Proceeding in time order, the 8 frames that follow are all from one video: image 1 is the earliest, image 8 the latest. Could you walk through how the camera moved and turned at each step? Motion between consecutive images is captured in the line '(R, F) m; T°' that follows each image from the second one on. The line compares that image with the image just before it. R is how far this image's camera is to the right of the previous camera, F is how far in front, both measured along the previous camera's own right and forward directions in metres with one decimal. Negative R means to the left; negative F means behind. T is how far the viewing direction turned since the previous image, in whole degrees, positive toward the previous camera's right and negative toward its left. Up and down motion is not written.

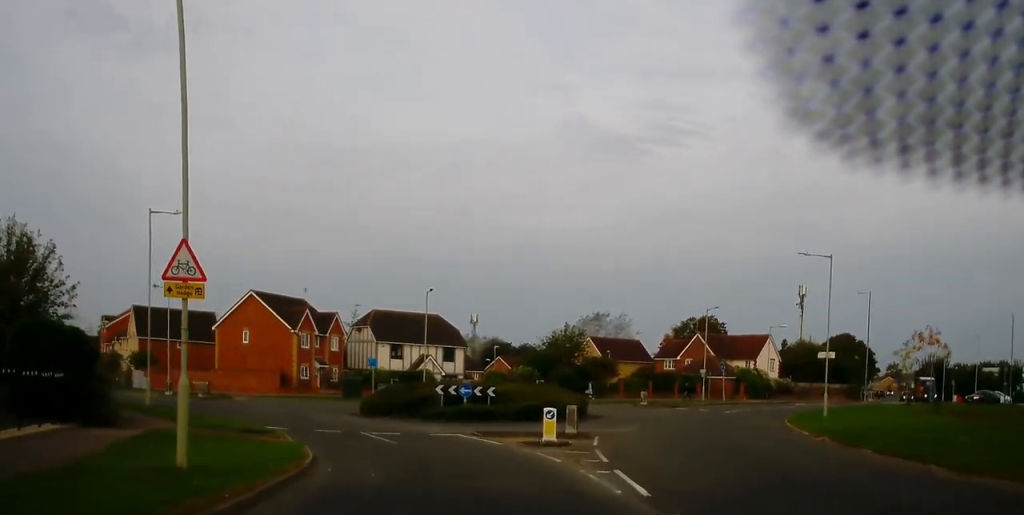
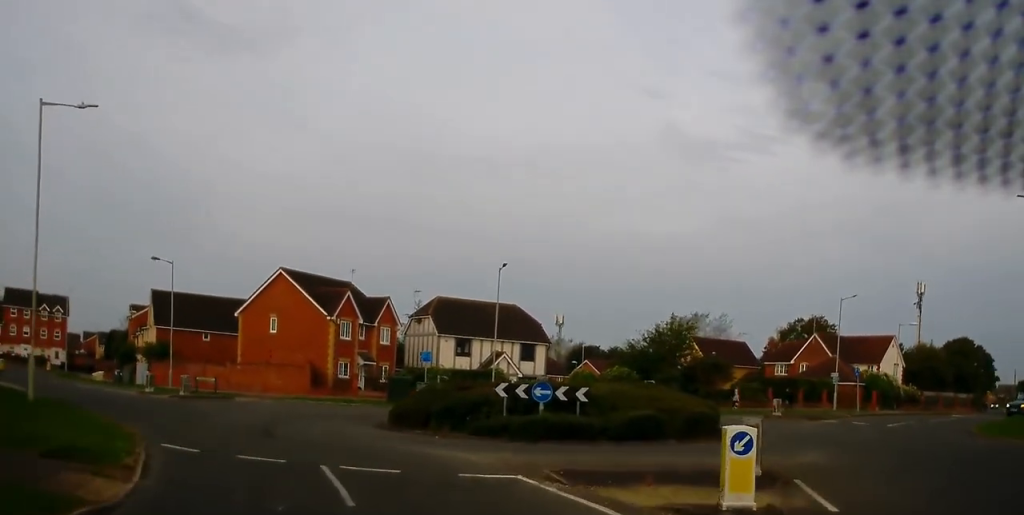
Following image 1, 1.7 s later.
(-0.5, +14.0) m; -2°
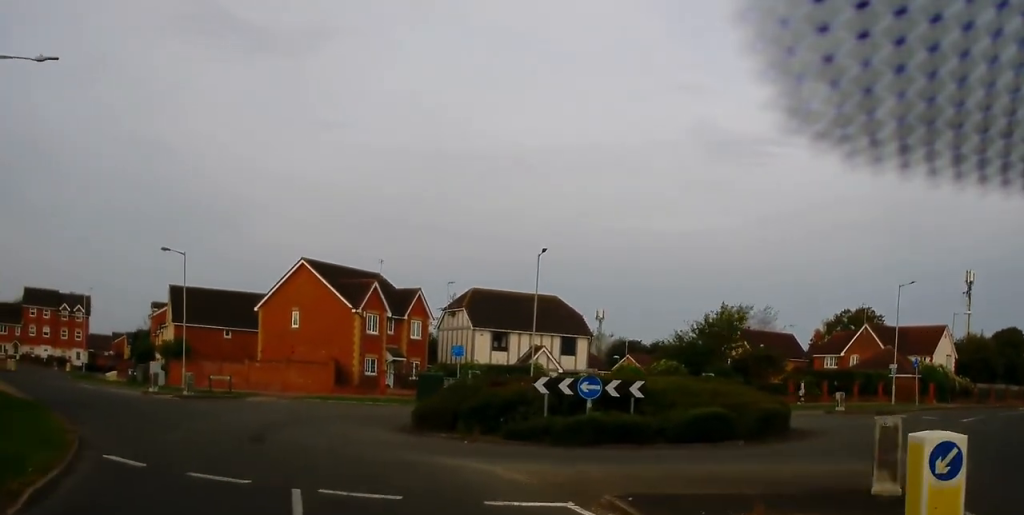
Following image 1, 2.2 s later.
(-0.2, +3.8) m; -4°
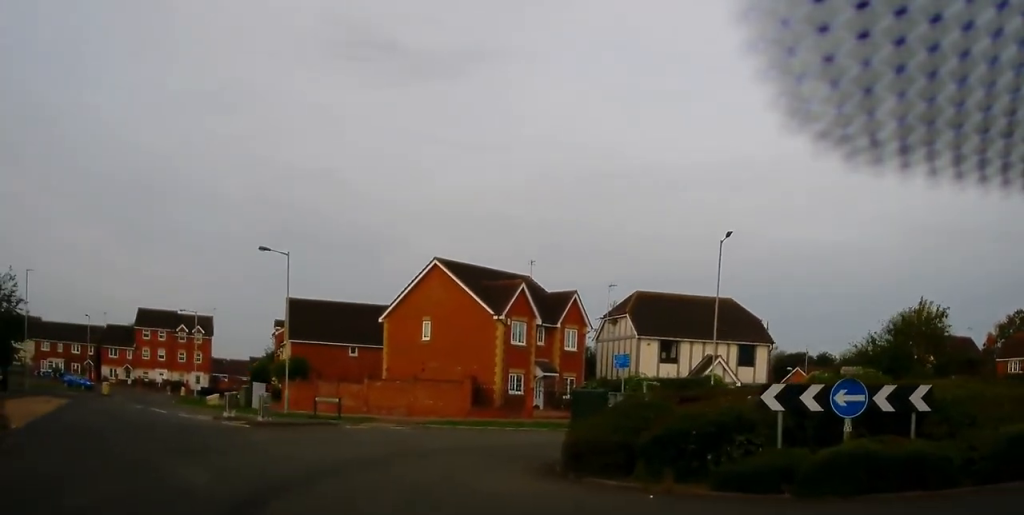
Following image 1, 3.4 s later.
(-0.7, +8.1) m; -11°
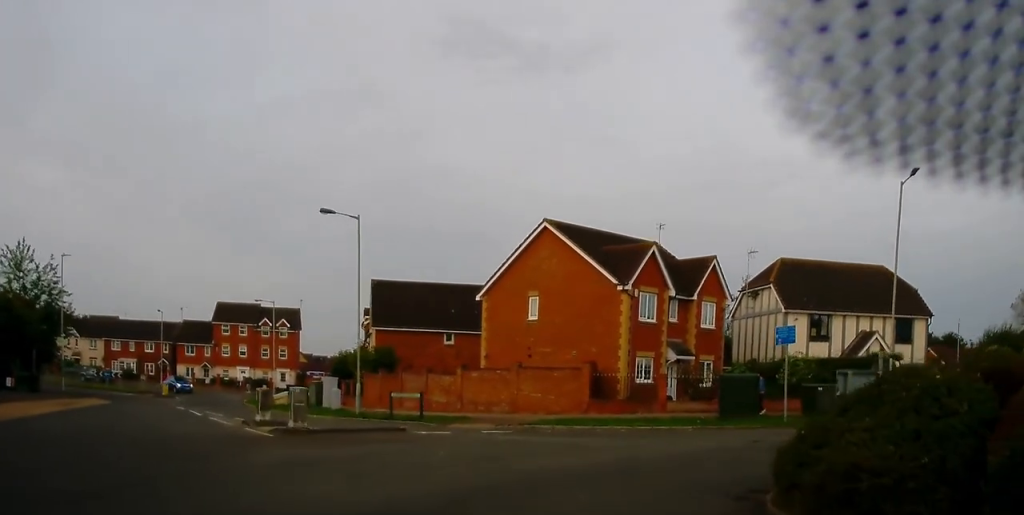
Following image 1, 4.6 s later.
(-0.7, +7.7) m; -5°
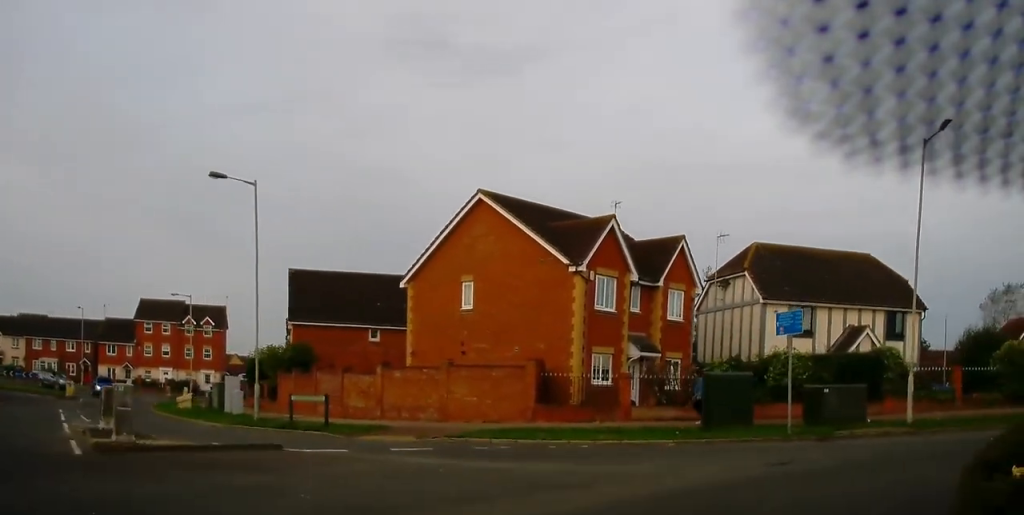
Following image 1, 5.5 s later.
(+0.2, +5.7) m; +3°
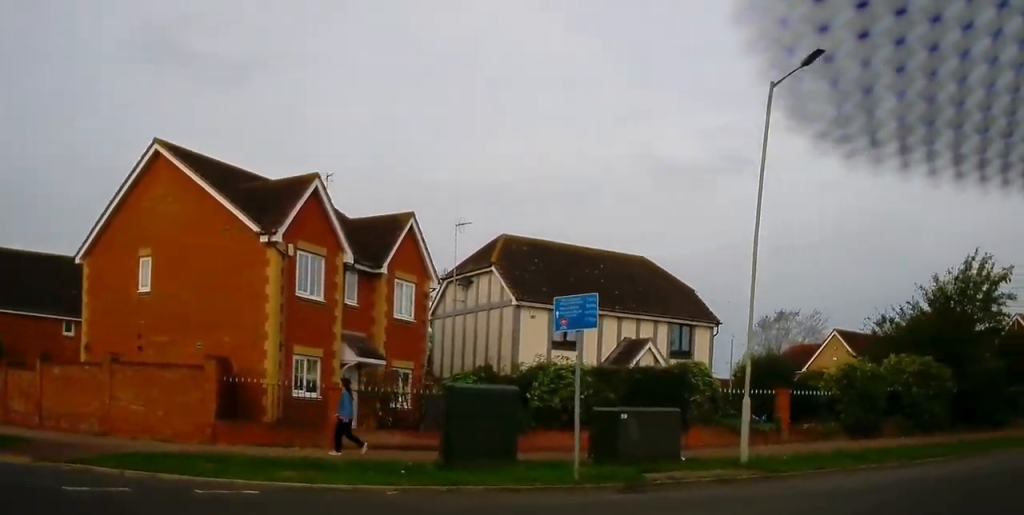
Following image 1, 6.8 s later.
(+0.2, +7.0) m; +13°
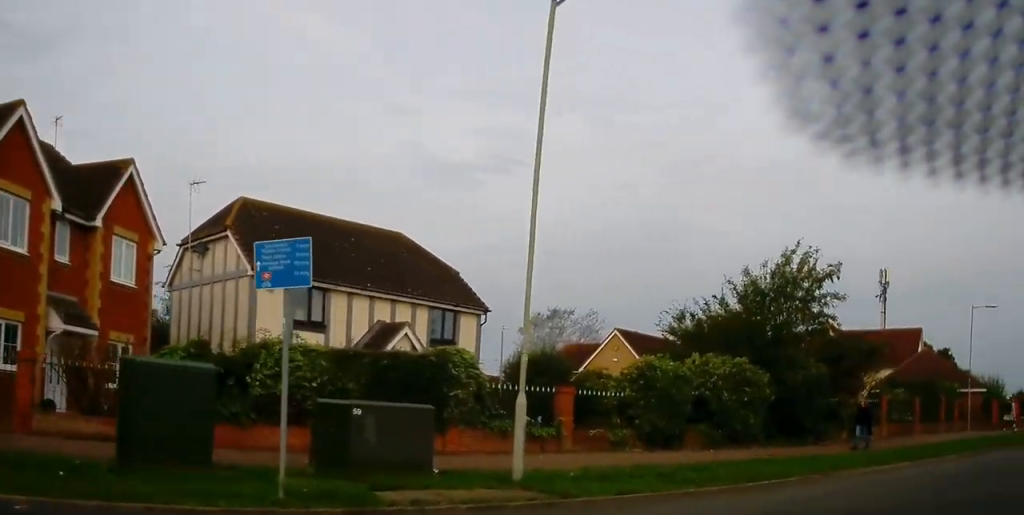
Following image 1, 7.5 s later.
(+0.7, +3.9) m; +15°
